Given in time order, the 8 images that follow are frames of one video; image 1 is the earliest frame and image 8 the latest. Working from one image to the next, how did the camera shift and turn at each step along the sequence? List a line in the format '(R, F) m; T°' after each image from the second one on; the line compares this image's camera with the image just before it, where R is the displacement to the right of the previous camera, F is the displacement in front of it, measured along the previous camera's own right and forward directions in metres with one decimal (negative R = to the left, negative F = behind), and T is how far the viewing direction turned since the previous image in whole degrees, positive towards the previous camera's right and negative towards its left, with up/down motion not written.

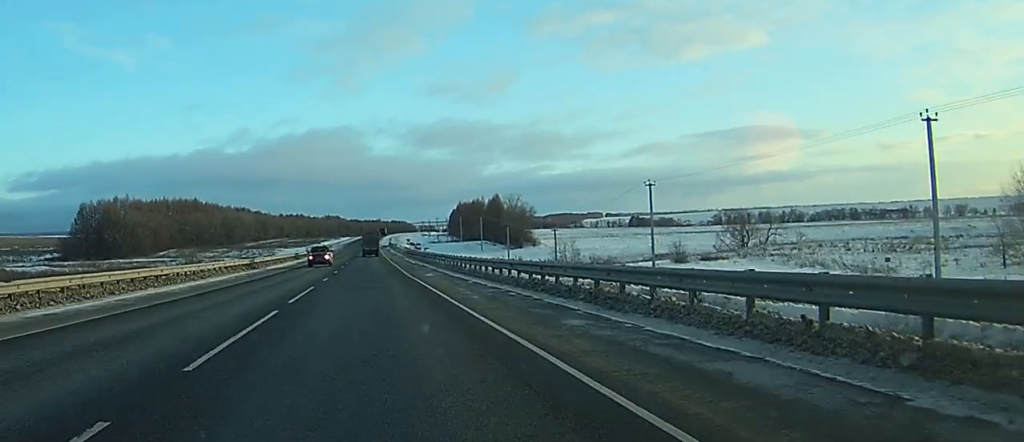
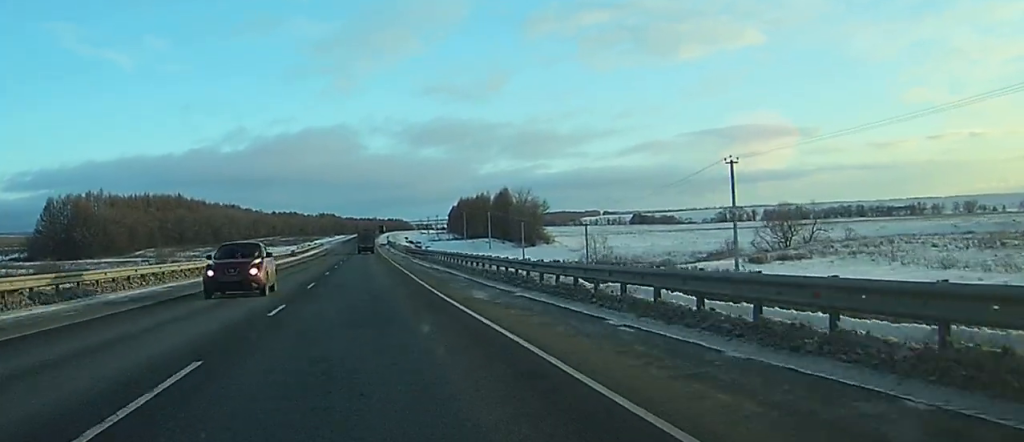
(0.0, +20.3) m; 0°
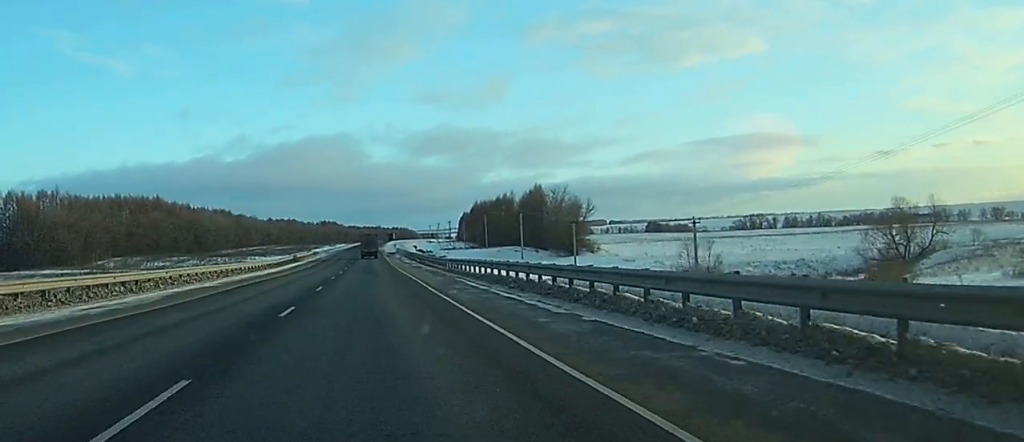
(-0.1, +35.4) m; 0°
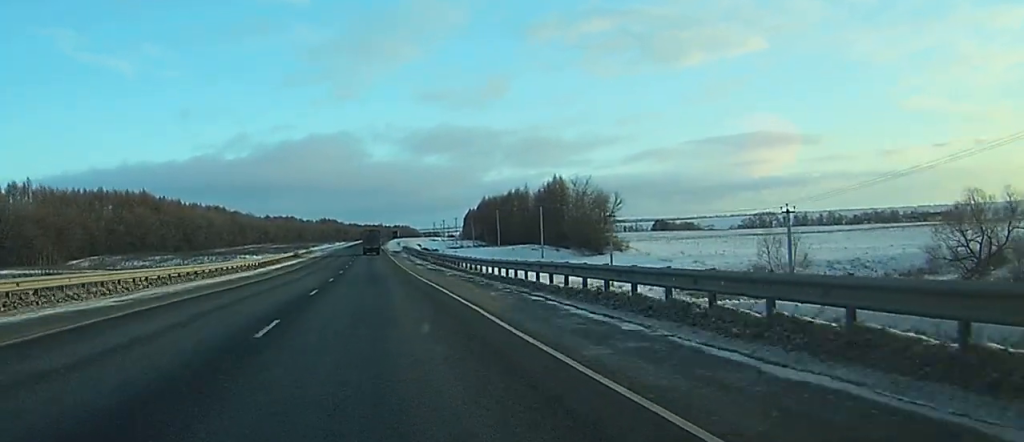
(0.0, +16.8) m; 0°
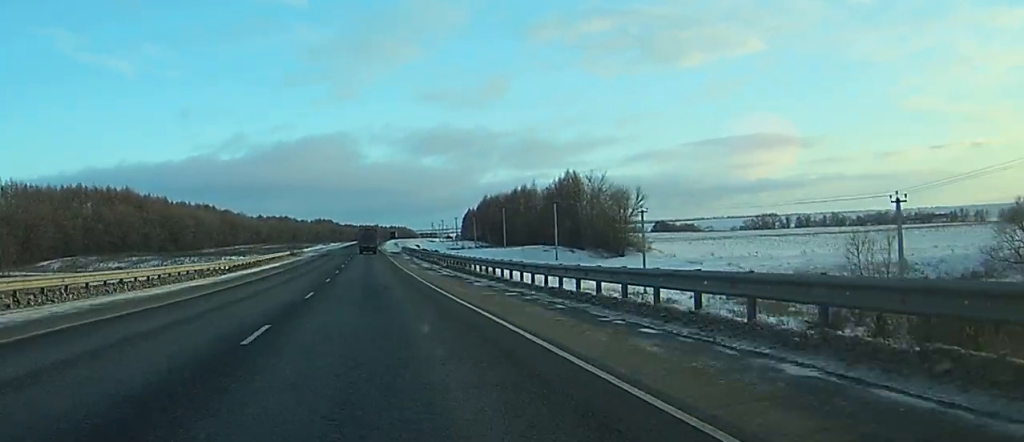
(0.0, +13.3) m; 0°
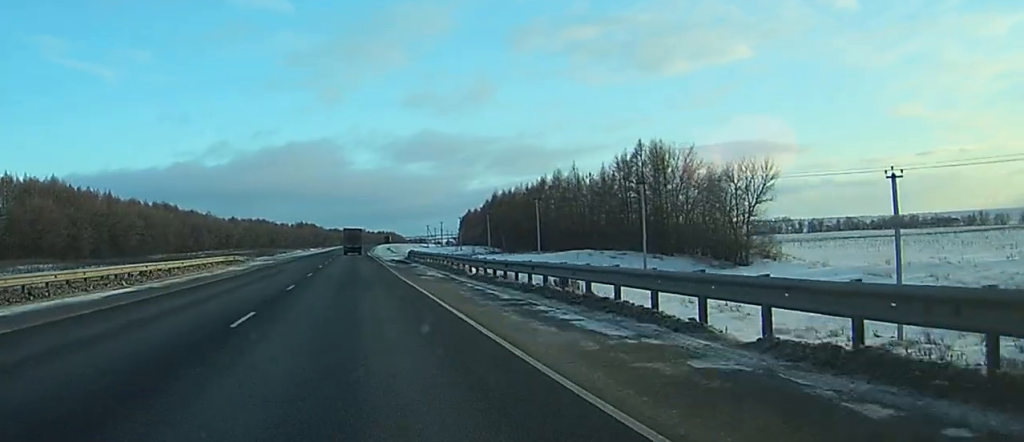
(+0.1, +45.4) m; +1°
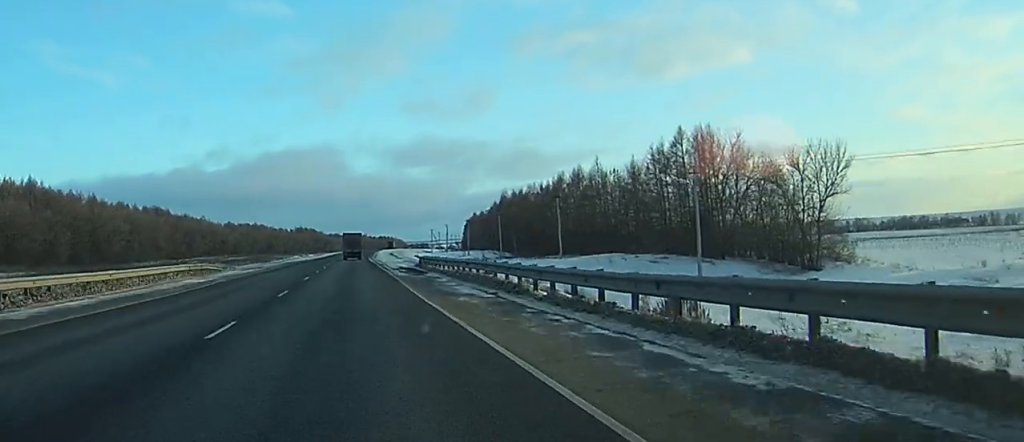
(+0.2, +13.4) m; 0°
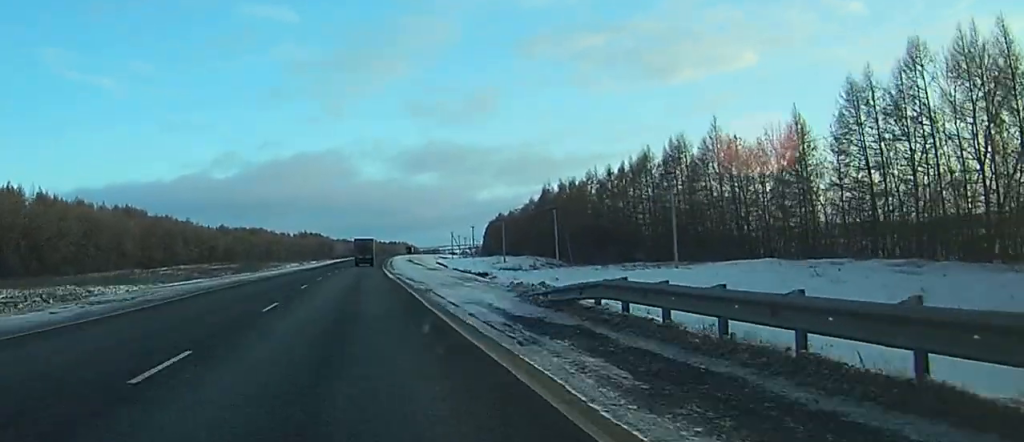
(+0.1, +40.1) m; 0°
